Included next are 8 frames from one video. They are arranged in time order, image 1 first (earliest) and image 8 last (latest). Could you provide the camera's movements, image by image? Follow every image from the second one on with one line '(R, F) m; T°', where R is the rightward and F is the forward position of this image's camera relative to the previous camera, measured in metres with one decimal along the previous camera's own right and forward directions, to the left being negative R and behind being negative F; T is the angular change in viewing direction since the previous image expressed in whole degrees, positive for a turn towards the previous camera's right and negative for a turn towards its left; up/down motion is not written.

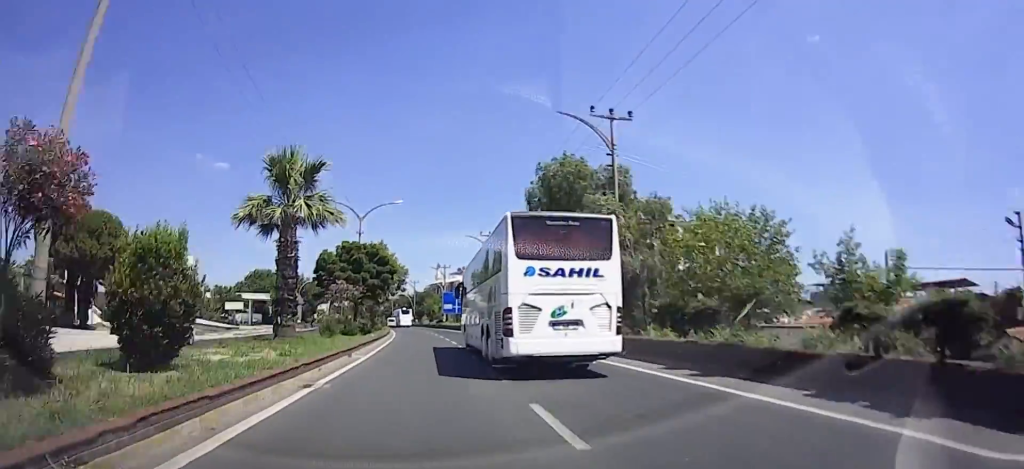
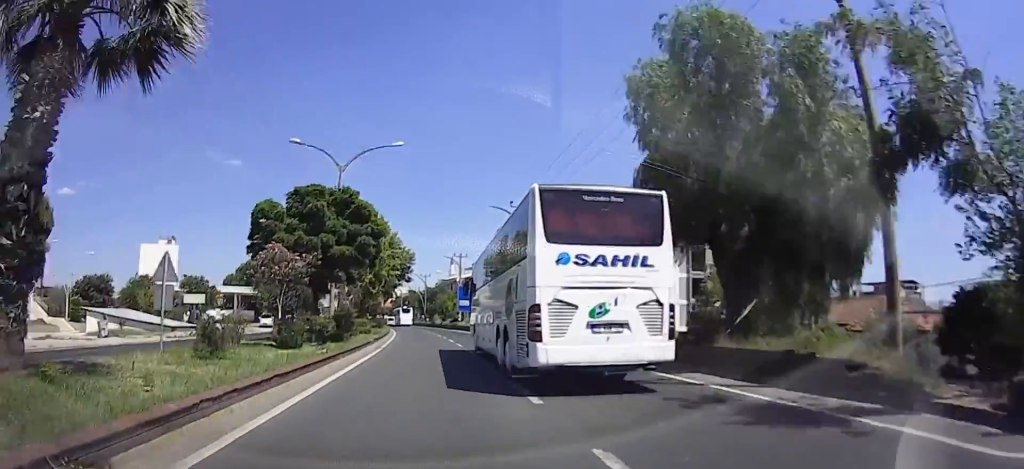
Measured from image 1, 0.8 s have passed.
(0.0, +15.2) m; 0°
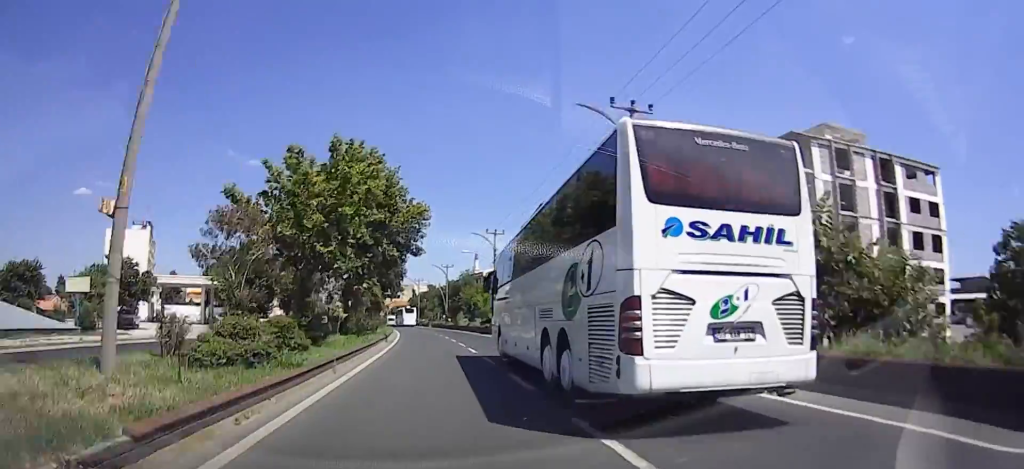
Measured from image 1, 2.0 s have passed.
(0.0, +22.2) m; 0°
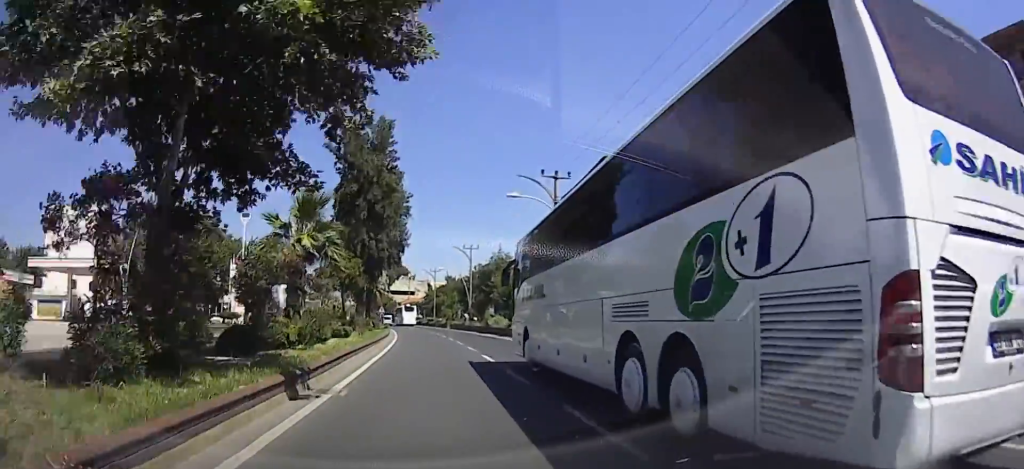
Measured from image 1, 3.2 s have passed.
(0.0, +22.3) m; 0°
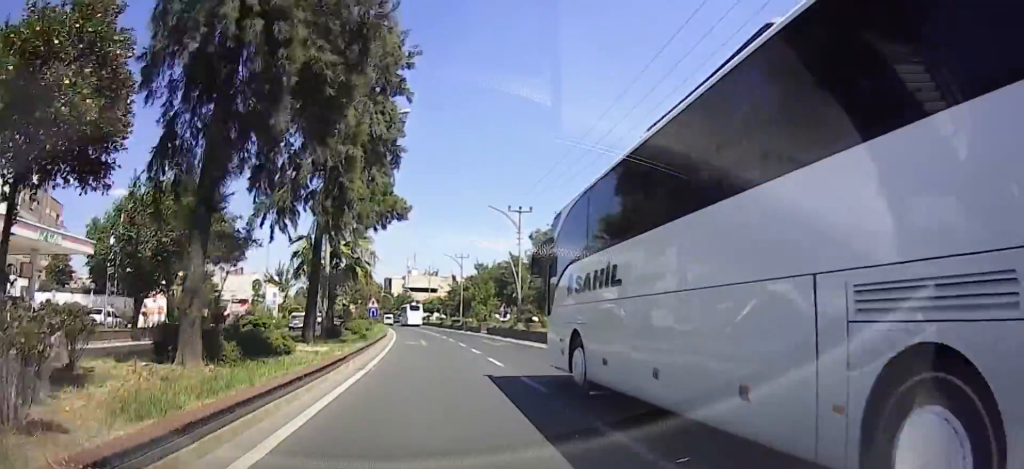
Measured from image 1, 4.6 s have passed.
(0.0, +24.2) m; 0°
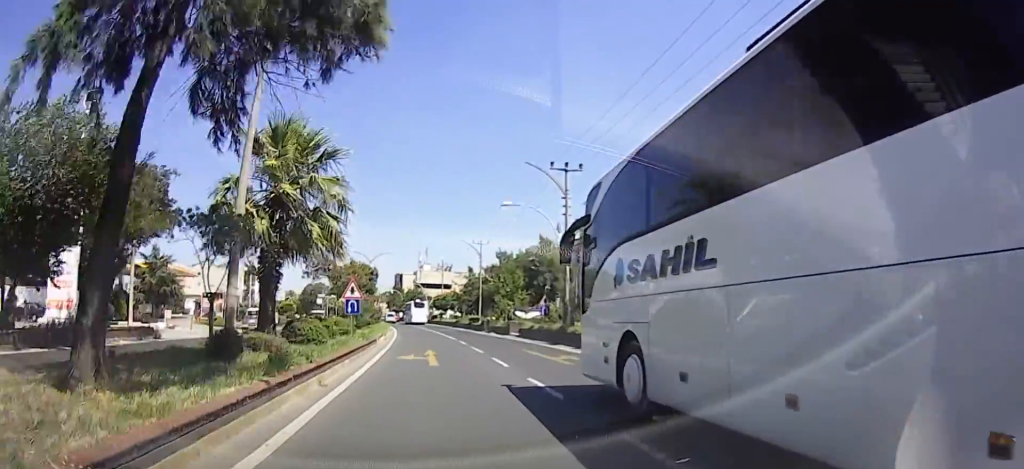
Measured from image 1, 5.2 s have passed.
(0.0, +12.1) m; 0°
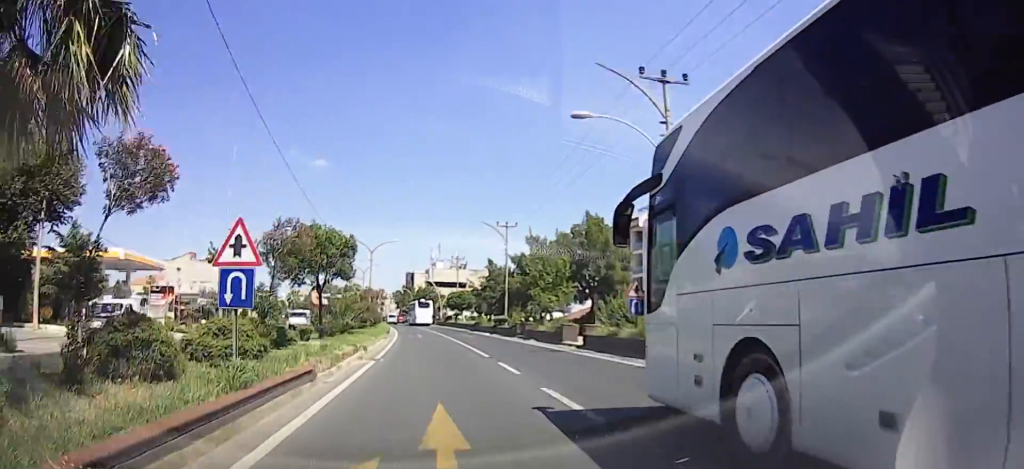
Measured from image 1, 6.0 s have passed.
(0.0, +13.4) m; 0°
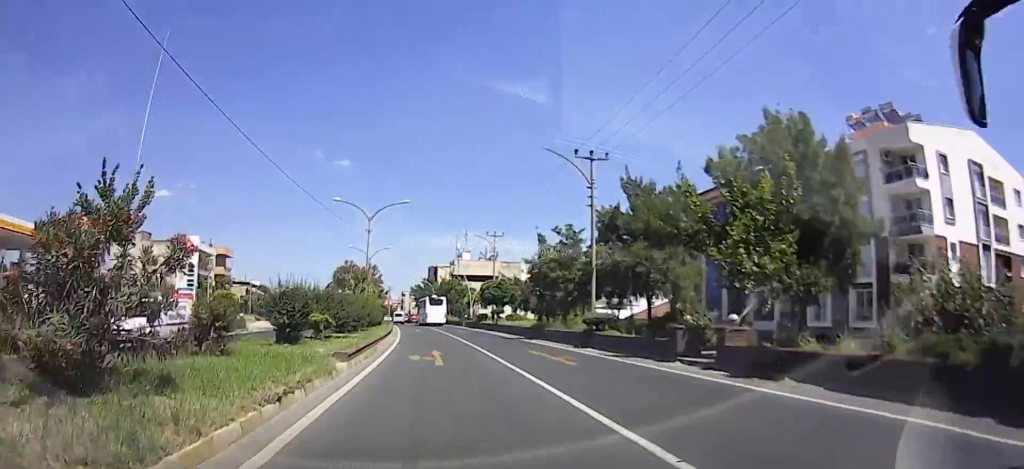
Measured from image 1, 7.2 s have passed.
(0.0, +23.2) m; 0°
